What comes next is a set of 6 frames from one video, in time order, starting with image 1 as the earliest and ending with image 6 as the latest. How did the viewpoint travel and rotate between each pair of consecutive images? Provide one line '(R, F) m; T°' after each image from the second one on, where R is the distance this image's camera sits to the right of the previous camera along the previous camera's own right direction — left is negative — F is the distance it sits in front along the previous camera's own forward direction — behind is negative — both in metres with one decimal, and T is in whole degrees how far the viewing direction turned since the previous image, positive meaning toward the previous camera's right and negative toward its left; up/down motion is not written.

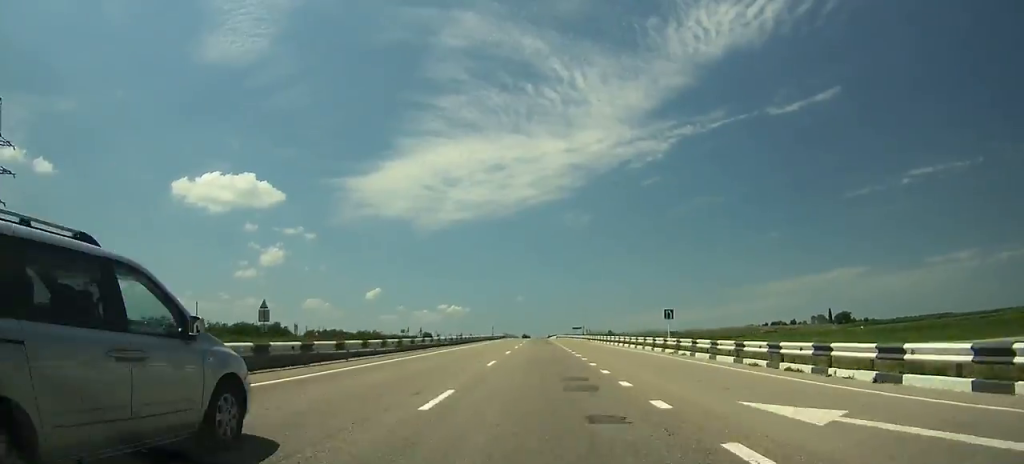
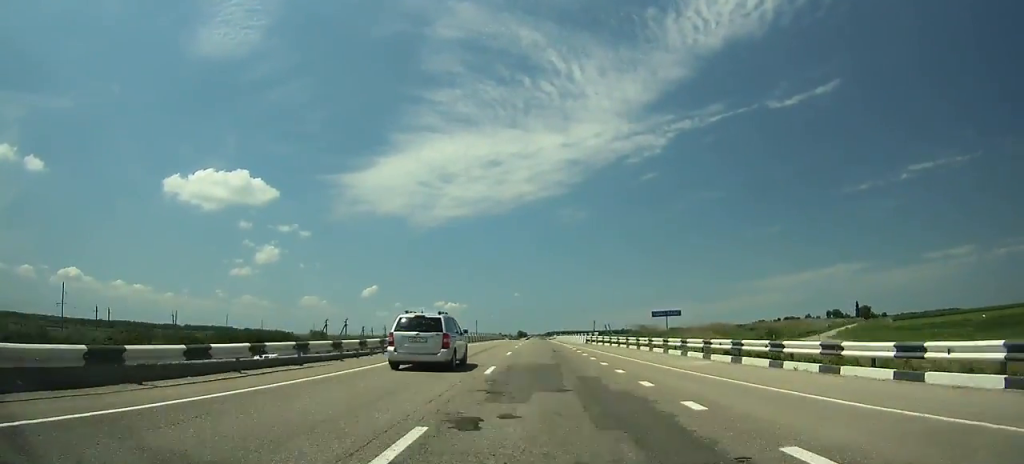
(-0.4, +87.7) m; 0°
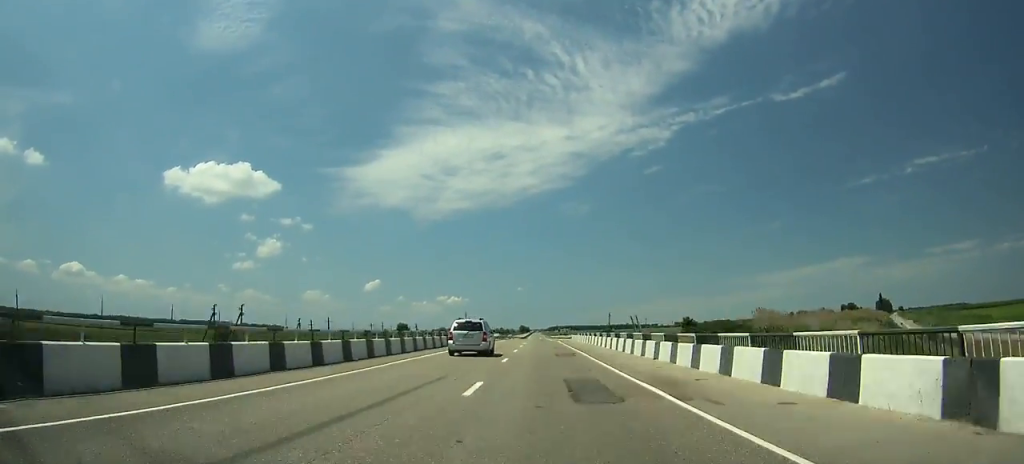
(0.0, +52.7) m; 0°
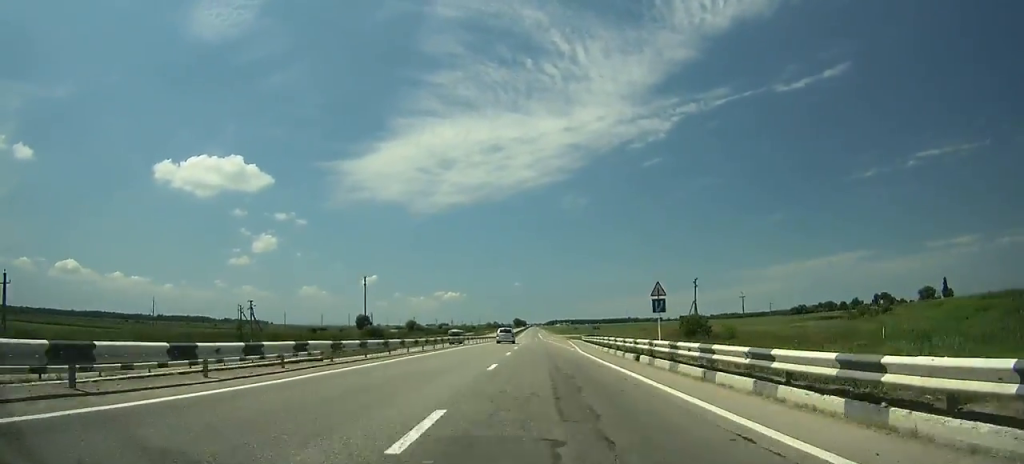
(-0.3, +138.8) m; 0°
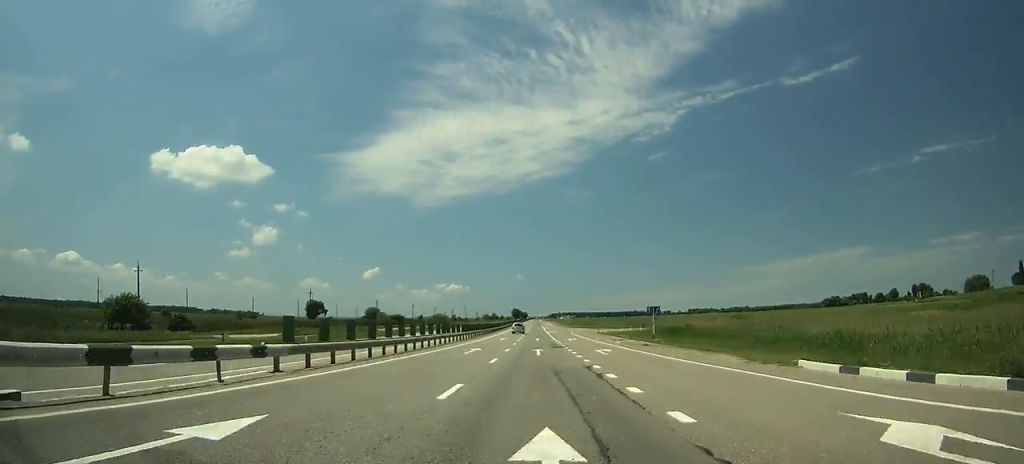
(-0.1, +114.4) m; 0°
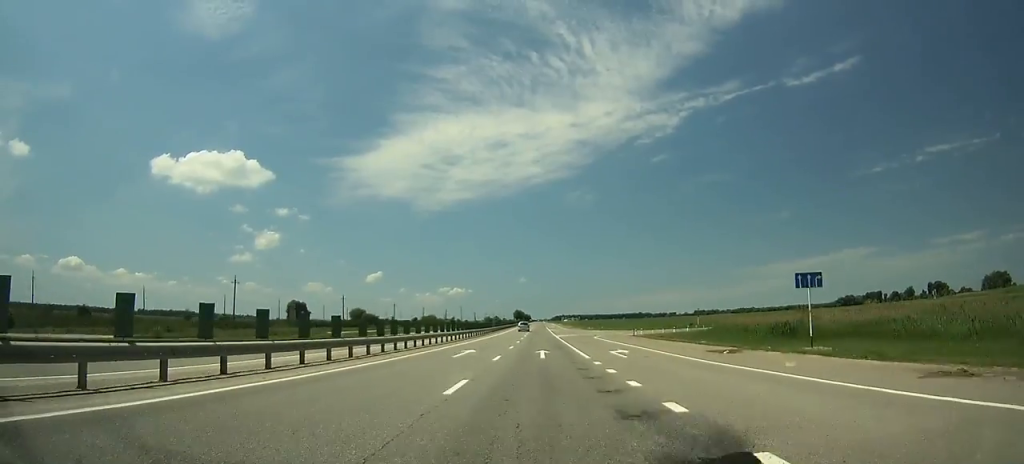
(0.0, +34.3) m; 0°
